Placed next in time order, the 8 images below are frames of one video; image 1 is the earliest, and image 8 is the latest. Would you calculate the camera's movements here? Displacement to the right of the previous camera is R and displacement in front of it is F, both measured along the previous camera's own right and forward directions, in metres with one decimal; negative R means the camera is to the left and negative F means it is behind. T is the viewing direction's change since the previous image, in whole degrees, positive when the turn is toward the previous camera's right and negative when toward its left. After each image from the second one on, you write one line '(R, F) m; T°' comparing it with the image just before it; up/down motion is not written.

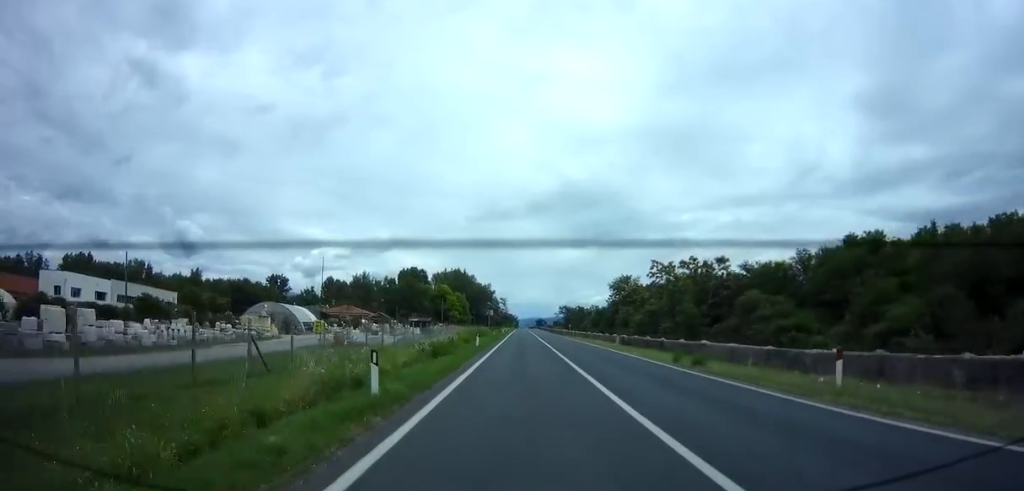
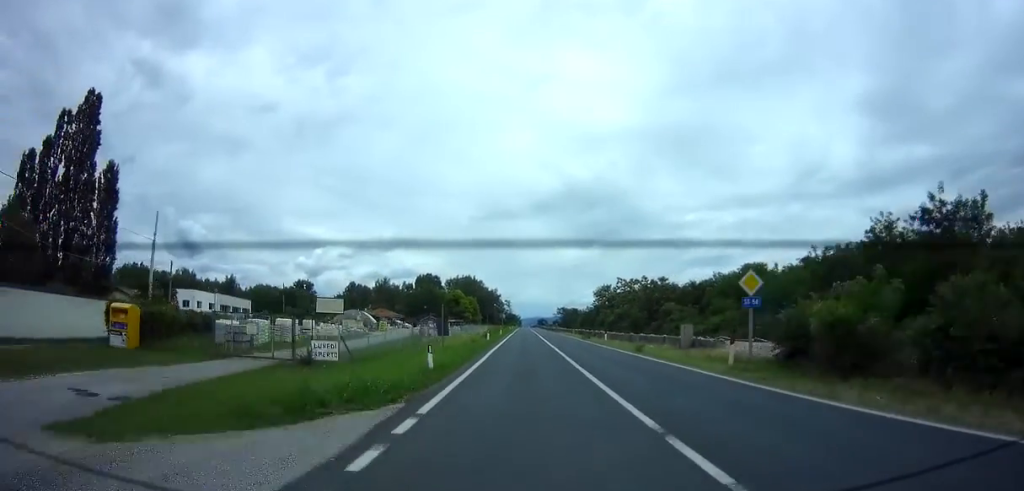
(+0.1, +31.9) m; 0°
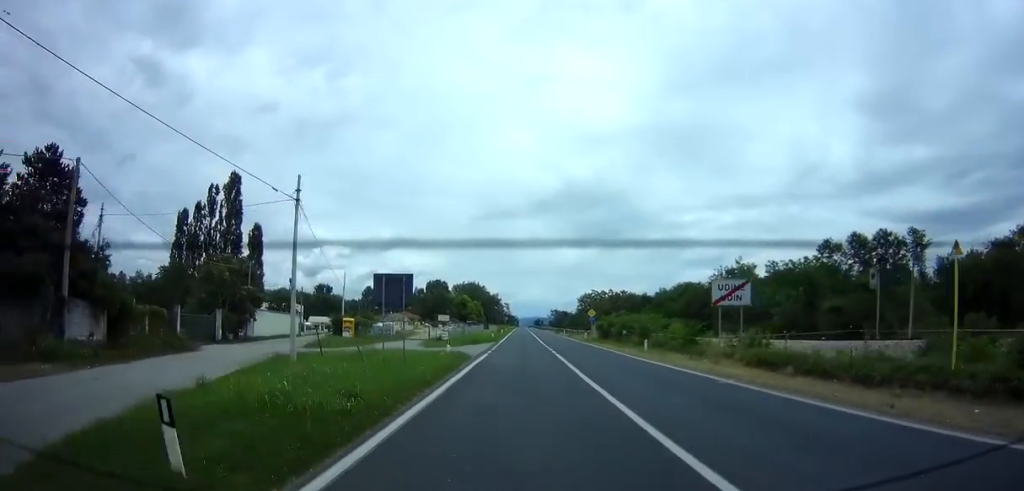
(0.0, +37.3) m; +1°
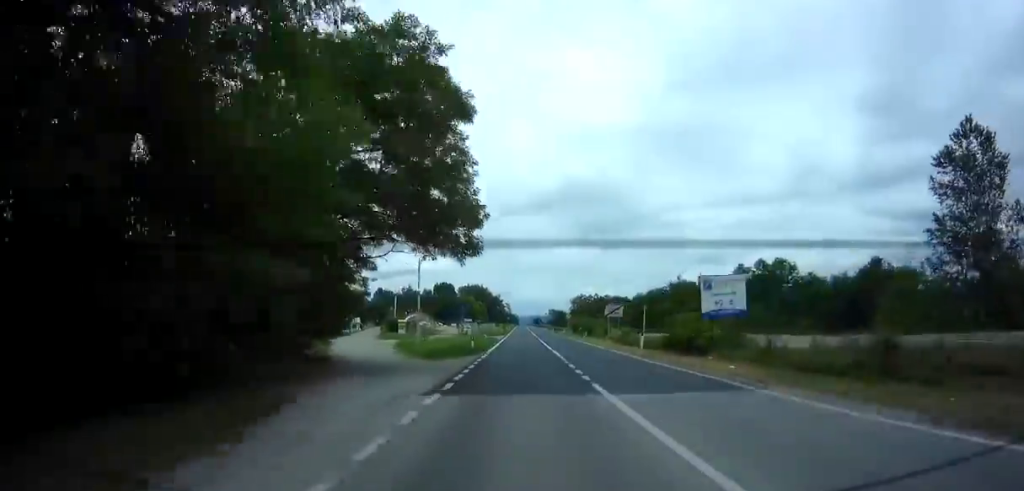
(-0.1, +26.8) m; 0°
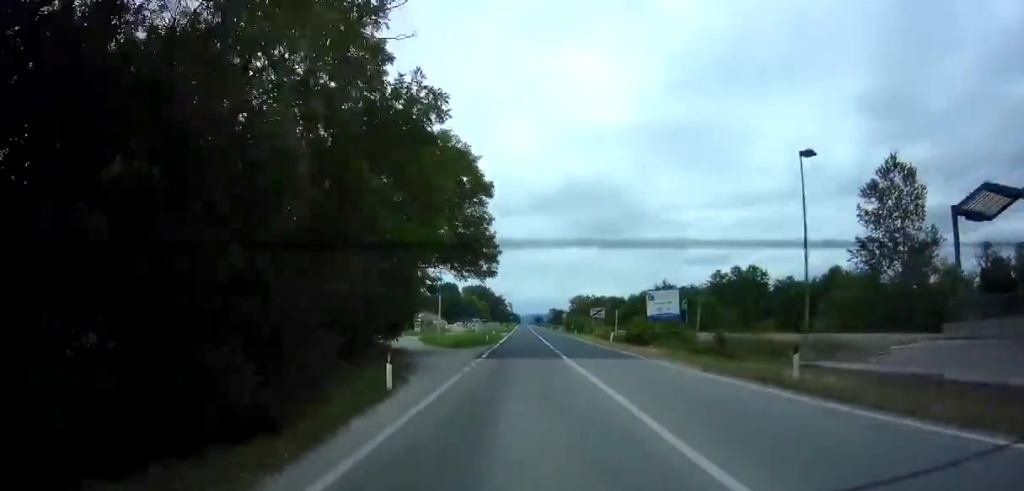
(0.0, +11.2) m; 0°
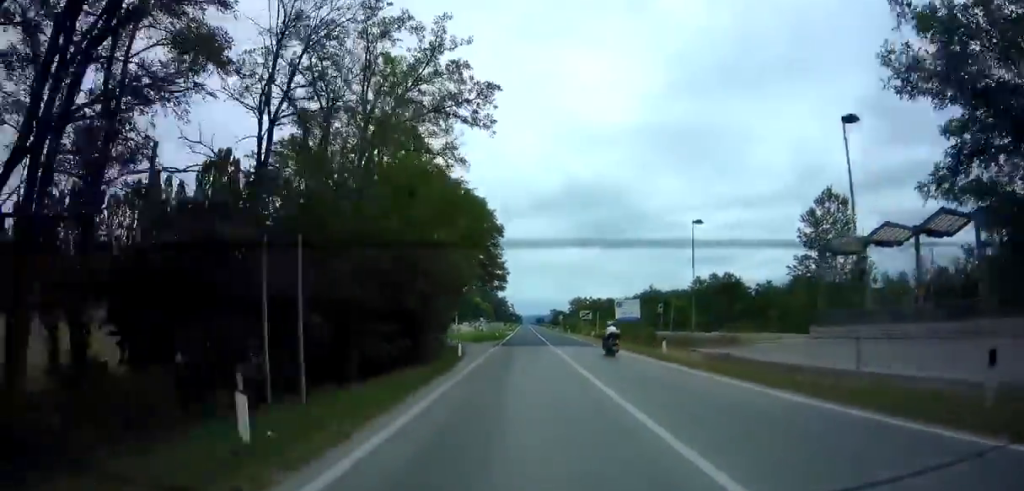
(0.0, +12.9) m; 0°
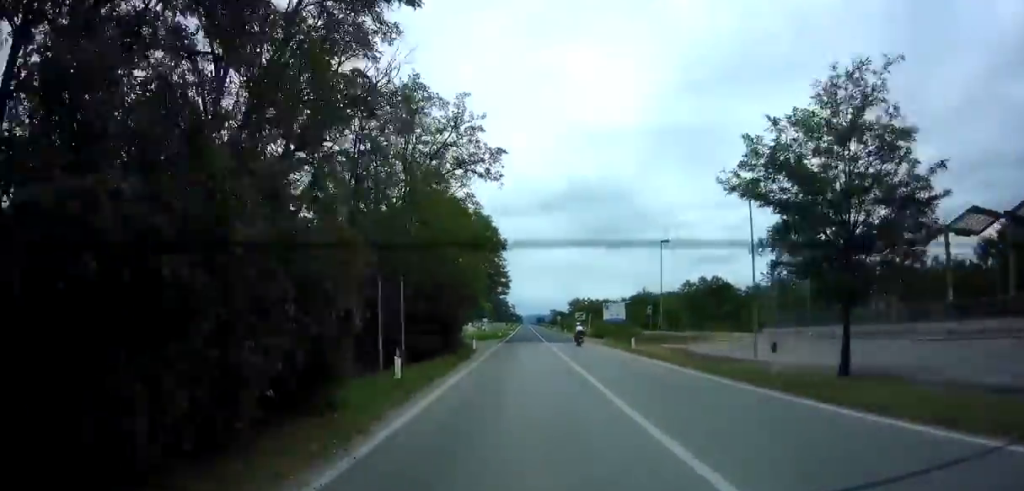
(0.0, +7.9) m; 0°
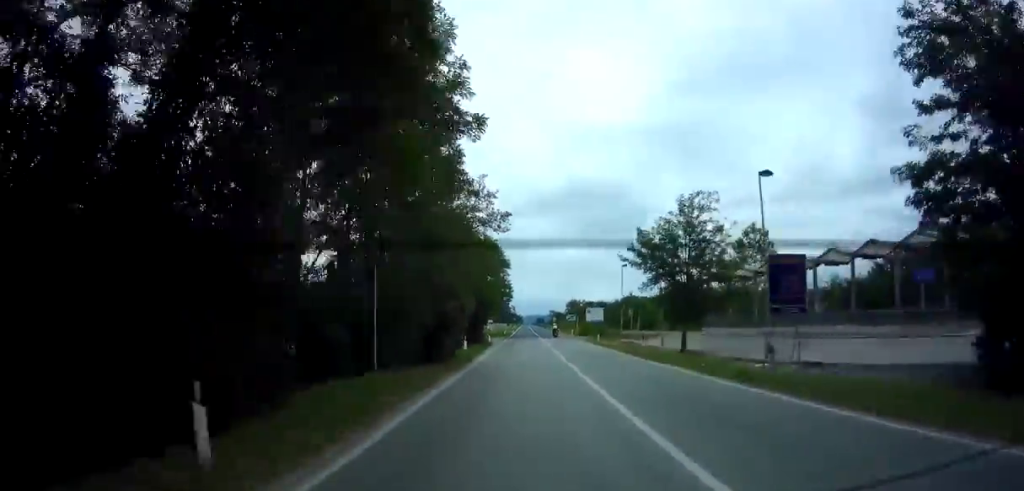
(-0.1, +14.9) m; -1°
